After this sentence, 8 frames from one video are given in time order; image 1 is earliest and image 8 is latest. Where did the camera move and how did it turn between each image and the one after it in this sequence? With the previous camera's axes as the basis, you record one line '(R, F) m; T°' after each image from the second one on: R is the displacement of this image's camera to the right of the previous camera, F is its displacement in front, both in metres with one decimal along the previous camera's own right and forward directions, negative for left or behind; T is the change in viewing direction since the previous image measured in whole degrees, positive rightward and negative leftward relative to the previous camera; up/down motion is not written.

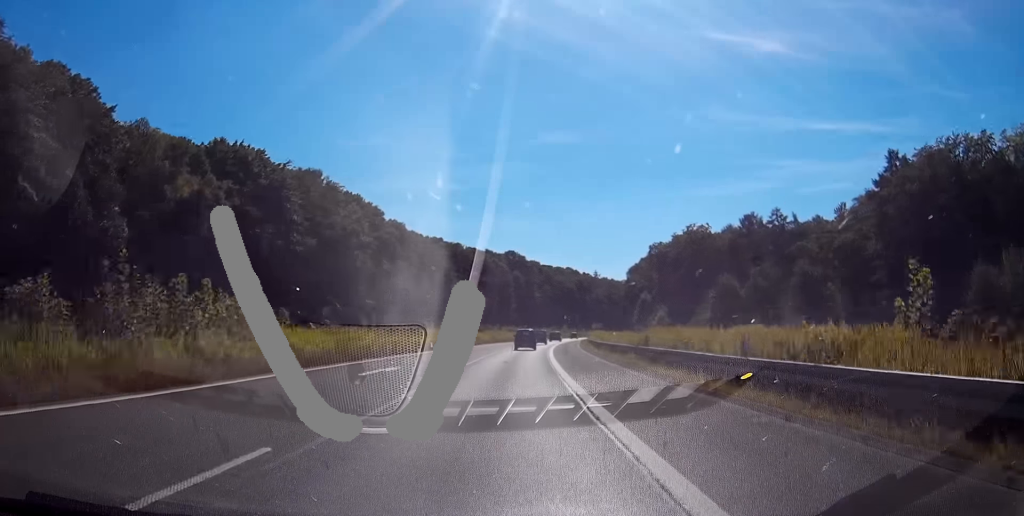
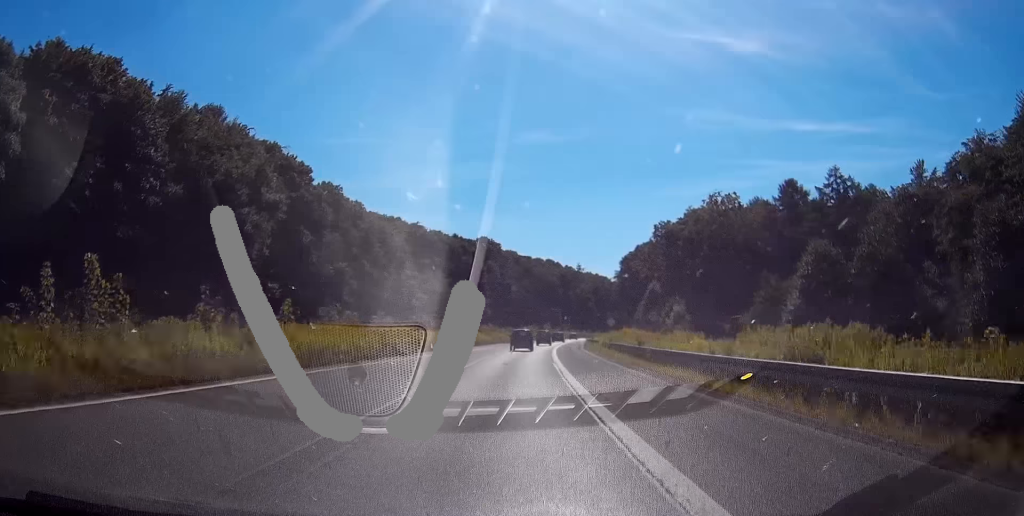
(+1.0, +36.5) m; +3°
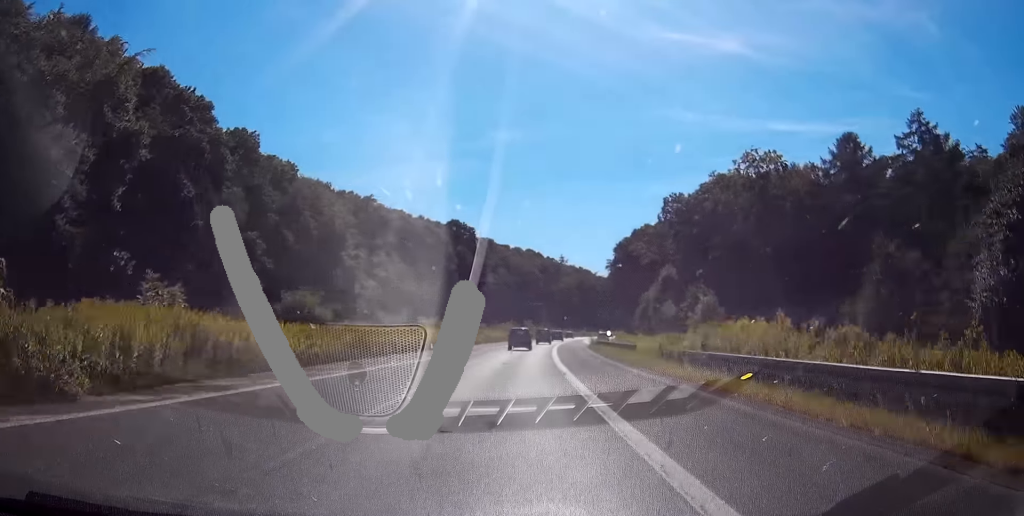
(+0.7, +30.2) m; +2°
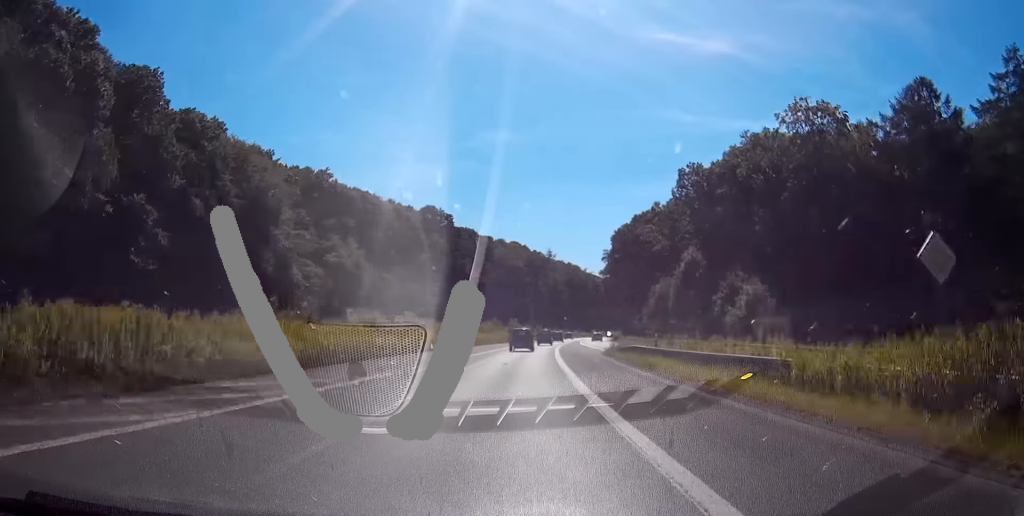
(+0.3, +22.2) m; +2°
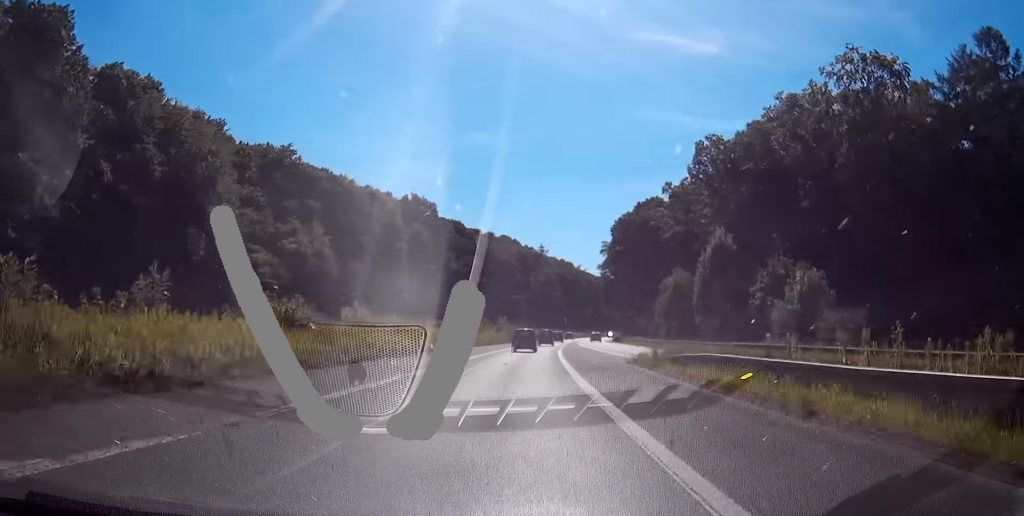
(+0.2, +14.4) m; +1°
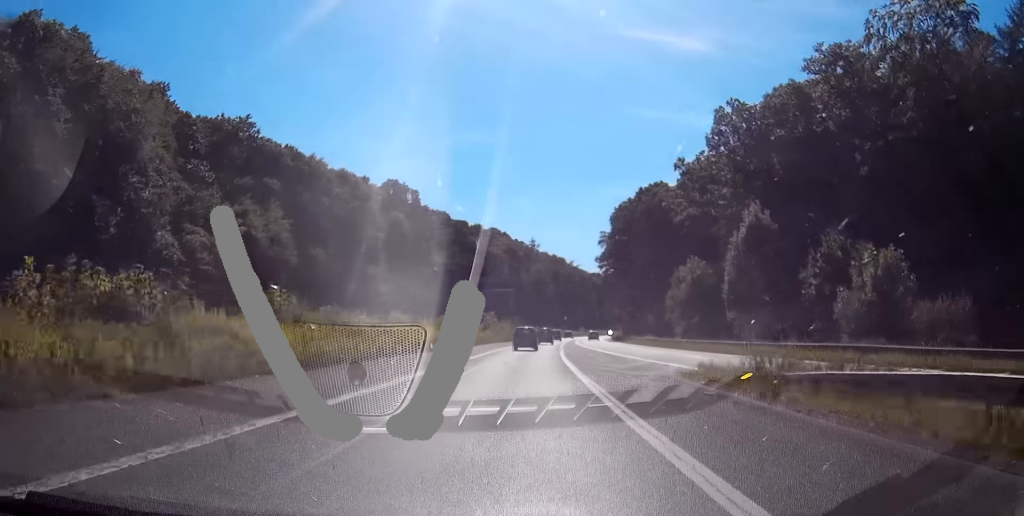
(+0.1, +12.5) m; +1°
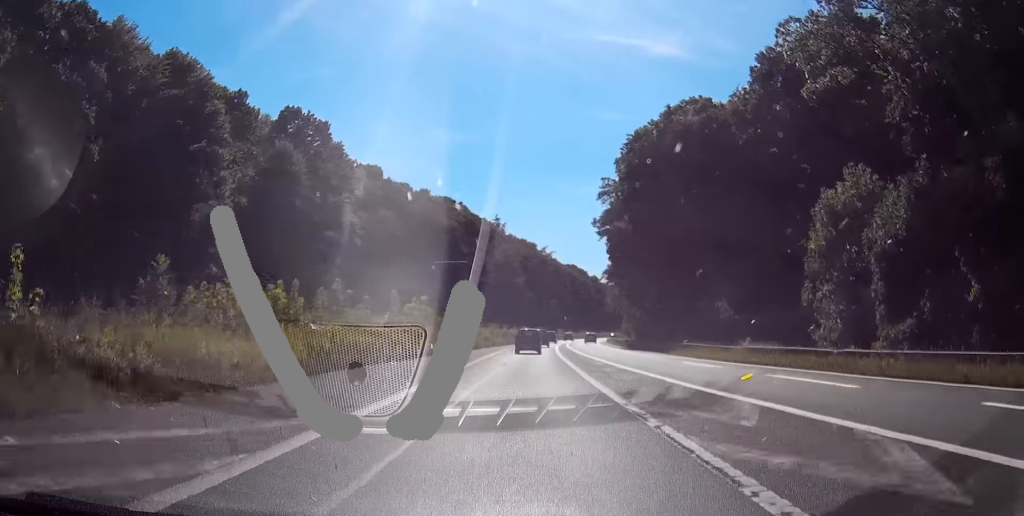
(+0.3, +44.5) m; 0°
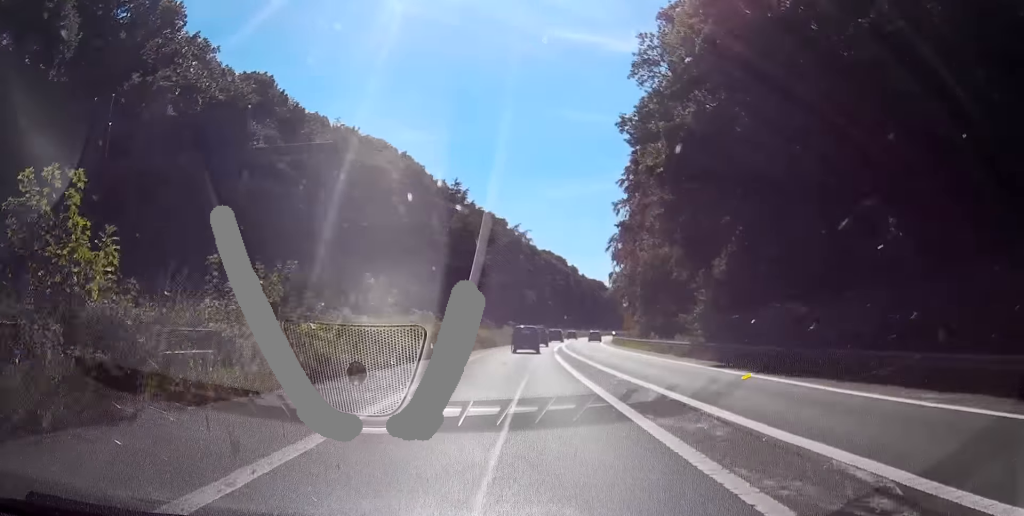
(+0.7, +39.6) m; +3°
